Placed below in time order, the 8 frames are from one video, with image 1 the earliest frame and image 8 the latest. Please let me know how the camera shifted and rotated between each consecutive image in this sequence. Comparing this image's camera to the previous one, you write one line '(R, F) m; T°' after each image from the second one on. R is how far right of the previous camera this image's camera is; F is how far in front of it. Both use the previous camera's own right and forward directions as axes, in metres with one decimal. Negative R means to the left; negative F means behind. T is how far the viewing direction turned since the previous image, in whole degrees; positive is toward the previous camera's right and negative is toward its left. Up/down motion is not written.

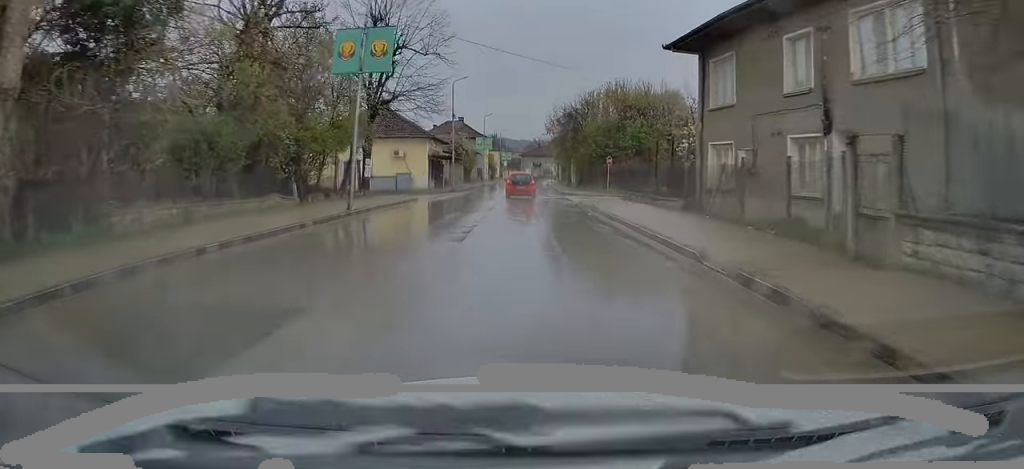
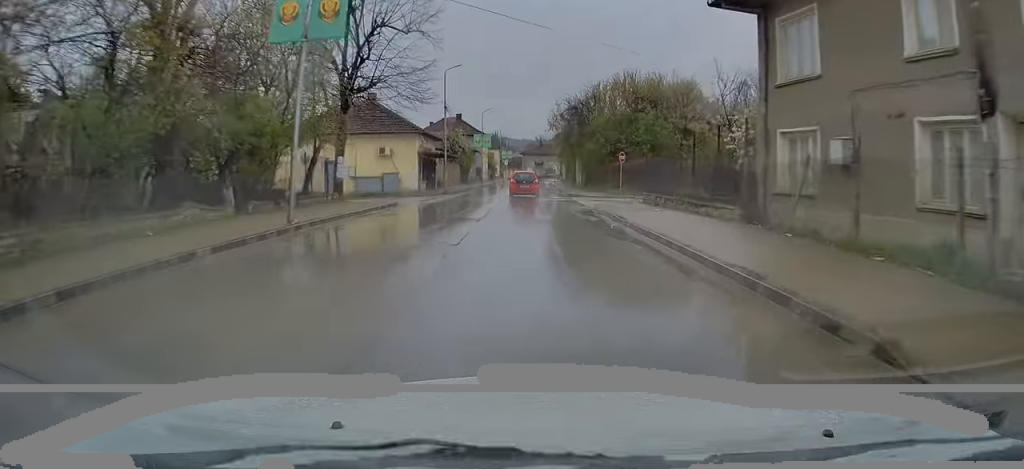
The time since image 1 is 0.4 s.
(0.0, +5.4) m; 0°
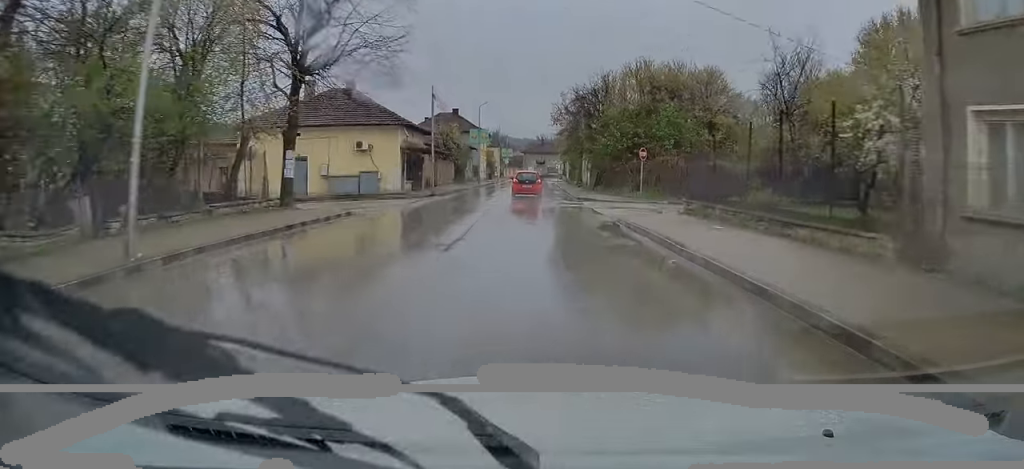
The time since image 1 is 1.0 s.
(0.0, +6.6) m; 0°
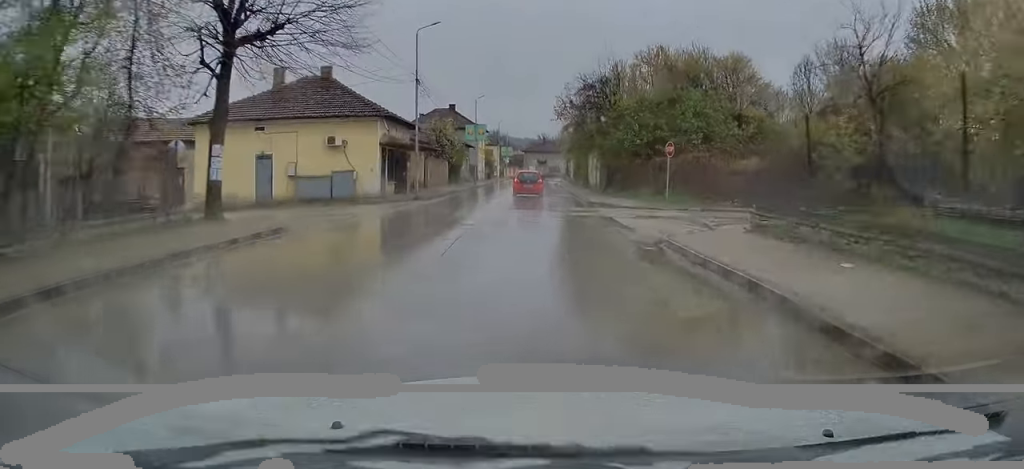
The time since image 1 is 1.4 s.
(0.0, +5.8) m; 0°
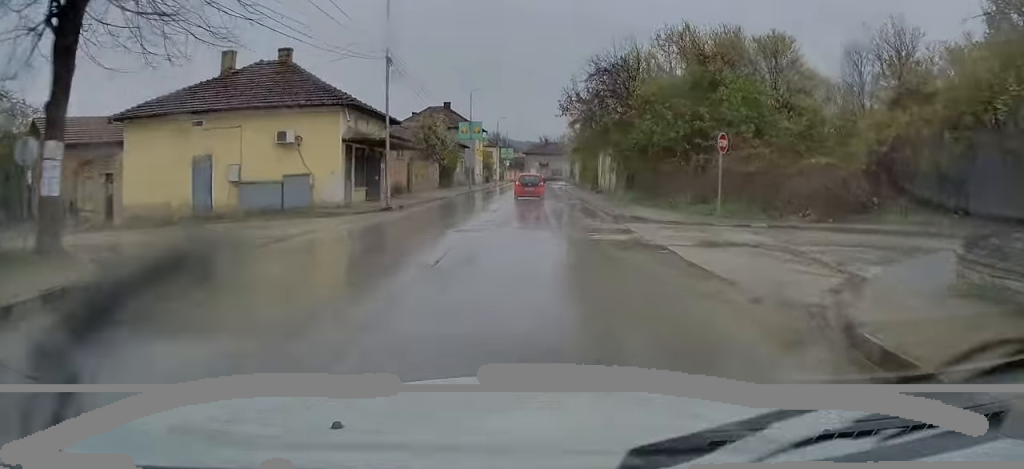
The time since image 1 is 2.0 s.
(0.0, +7.1) m; 0°
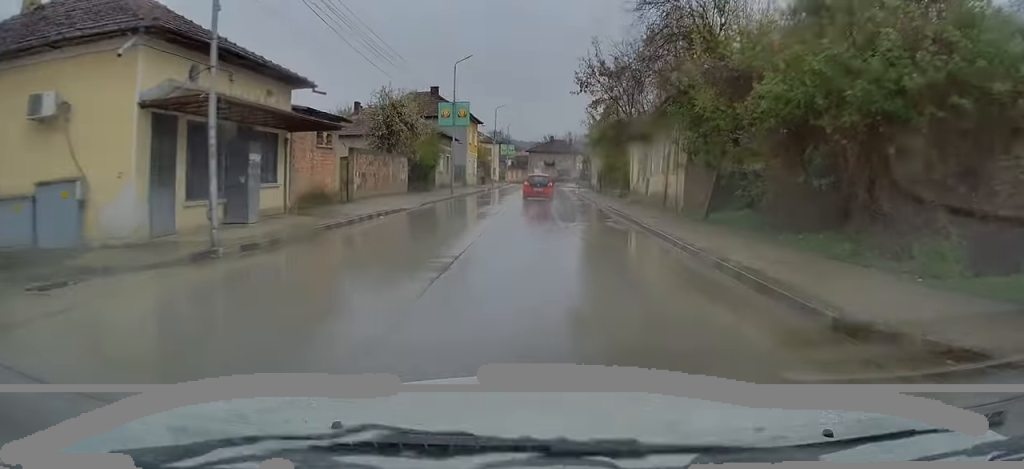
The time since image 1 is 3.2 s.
(0.0, +14.9) m; 0°
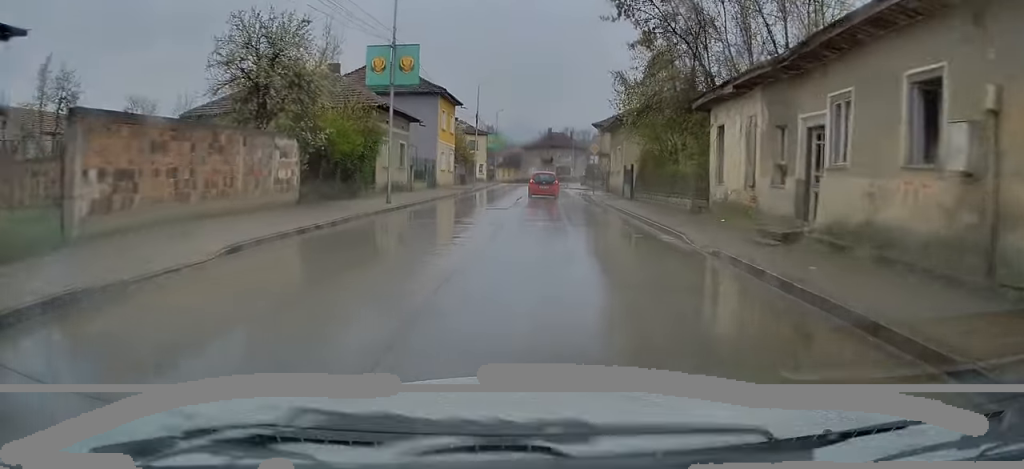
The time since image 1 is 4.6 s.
(0.0, +17.6) m; 0°
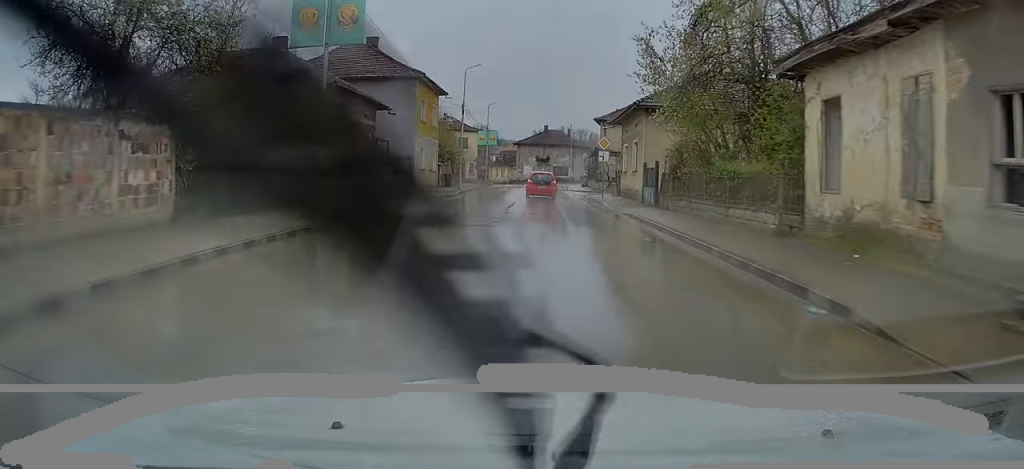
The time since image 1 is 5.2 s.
(0.0, +7.6) m; 0°
